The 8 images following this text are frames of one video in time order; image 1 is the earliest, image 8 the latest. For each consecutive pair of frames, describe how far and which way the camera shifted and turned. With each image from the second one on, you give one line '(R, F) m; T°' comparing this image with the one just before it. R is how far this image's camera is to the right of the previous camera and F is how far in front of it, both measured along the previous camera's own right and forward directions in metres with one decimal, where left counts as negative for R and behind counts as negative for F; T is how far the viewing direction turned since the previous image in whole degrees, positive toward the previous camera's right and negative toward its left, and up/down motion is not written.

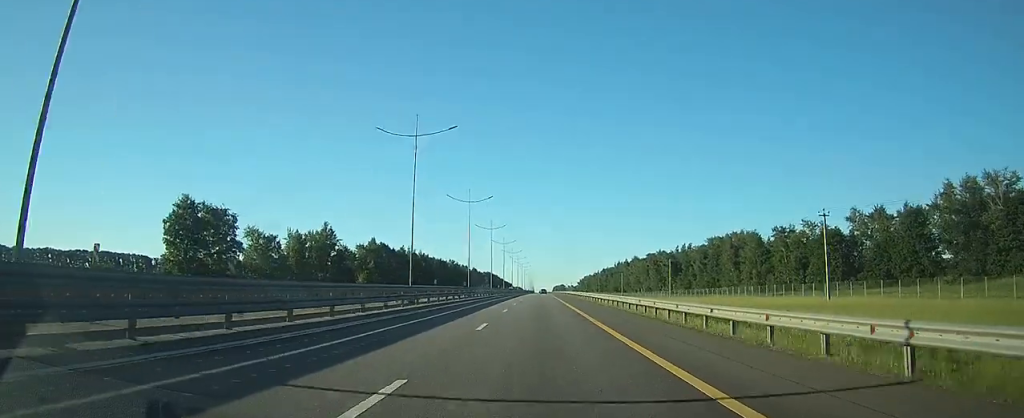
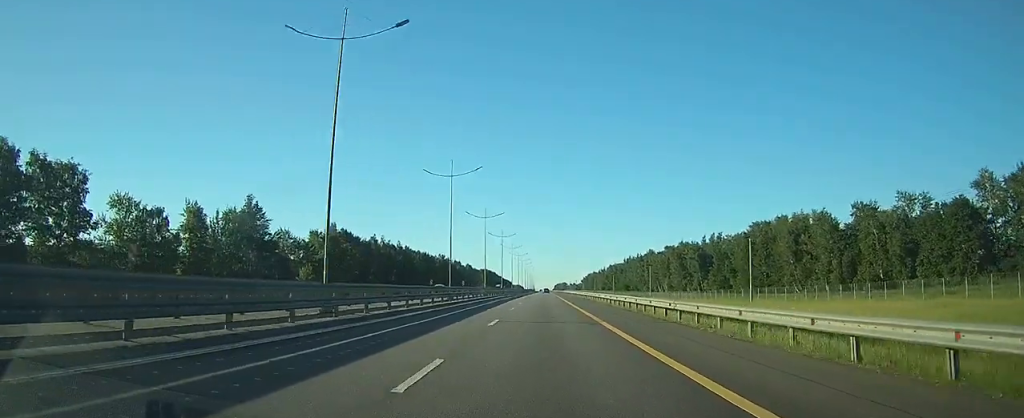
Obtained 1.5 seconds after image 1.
(-0.2, +45.5) m; 0°
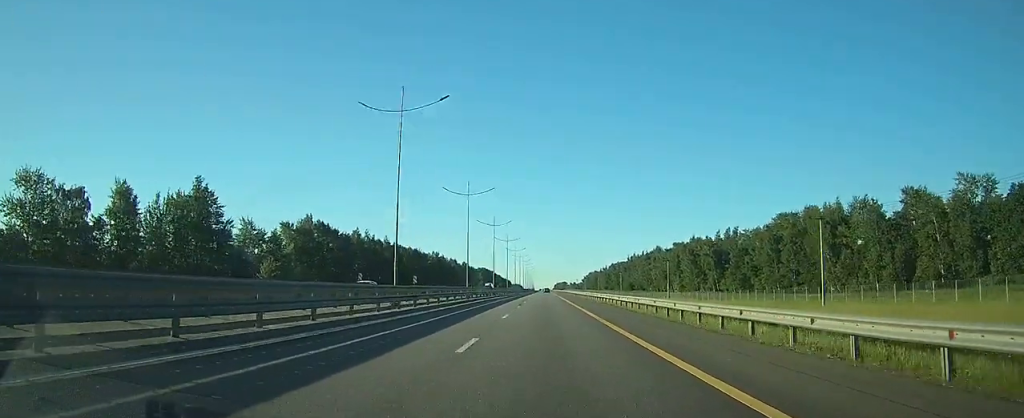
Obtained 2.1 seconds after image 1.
(0.0, +19.6) m; 0°
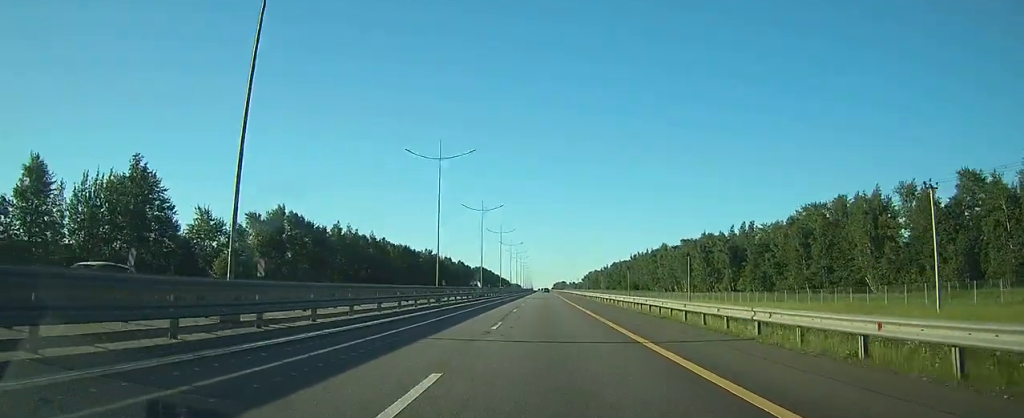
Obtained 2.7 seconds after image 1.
(0.0, +17.5) m; 0°
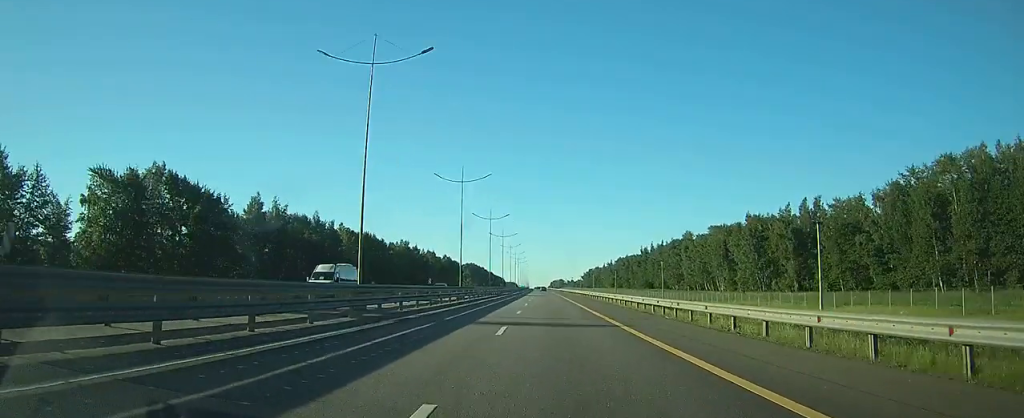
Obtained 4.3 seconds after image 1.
(+0.2, +49.5) m; 0°
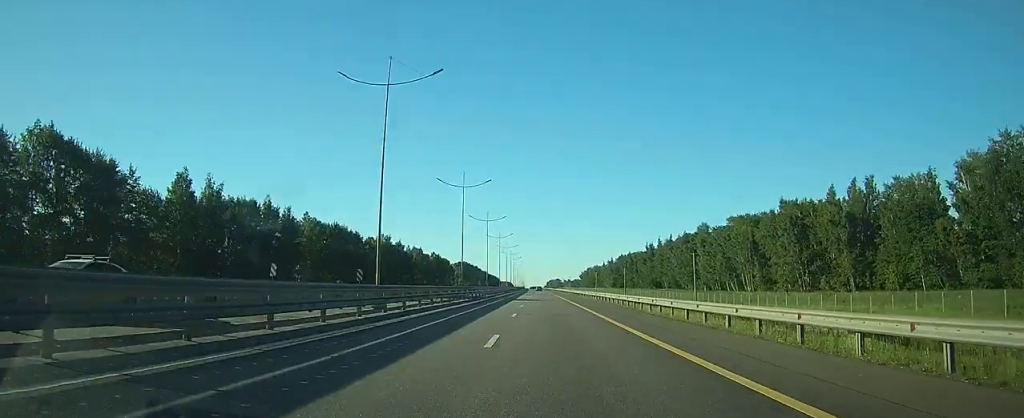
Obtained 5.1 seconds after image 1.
(0.0, +26.9) m; 0°
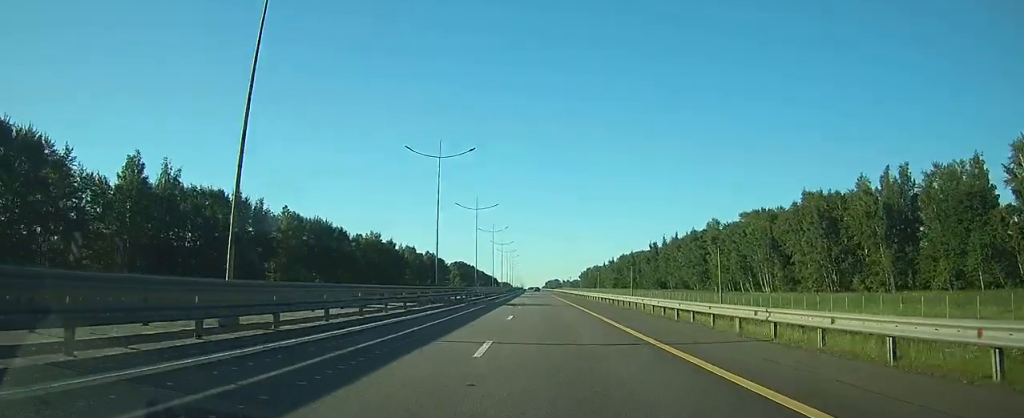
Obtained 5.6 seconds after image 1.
(0.0, +13.5) m; 0°
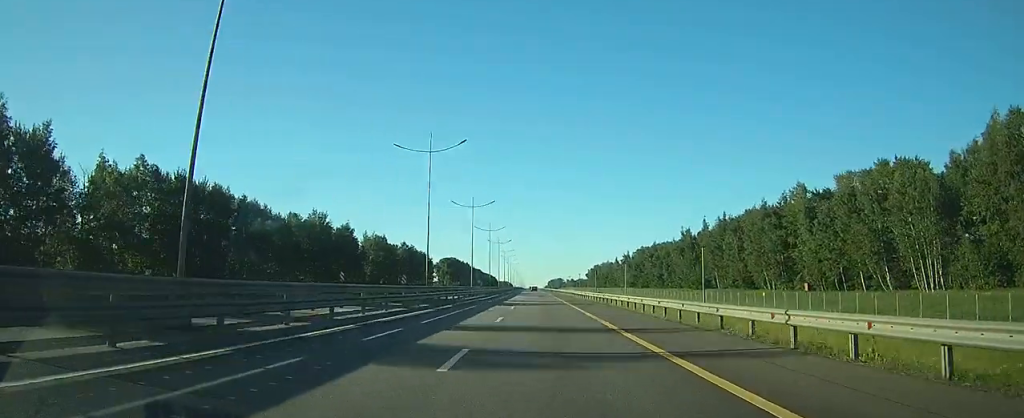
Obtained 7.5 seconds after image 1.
(+0.4, +61.5) m; 0°
